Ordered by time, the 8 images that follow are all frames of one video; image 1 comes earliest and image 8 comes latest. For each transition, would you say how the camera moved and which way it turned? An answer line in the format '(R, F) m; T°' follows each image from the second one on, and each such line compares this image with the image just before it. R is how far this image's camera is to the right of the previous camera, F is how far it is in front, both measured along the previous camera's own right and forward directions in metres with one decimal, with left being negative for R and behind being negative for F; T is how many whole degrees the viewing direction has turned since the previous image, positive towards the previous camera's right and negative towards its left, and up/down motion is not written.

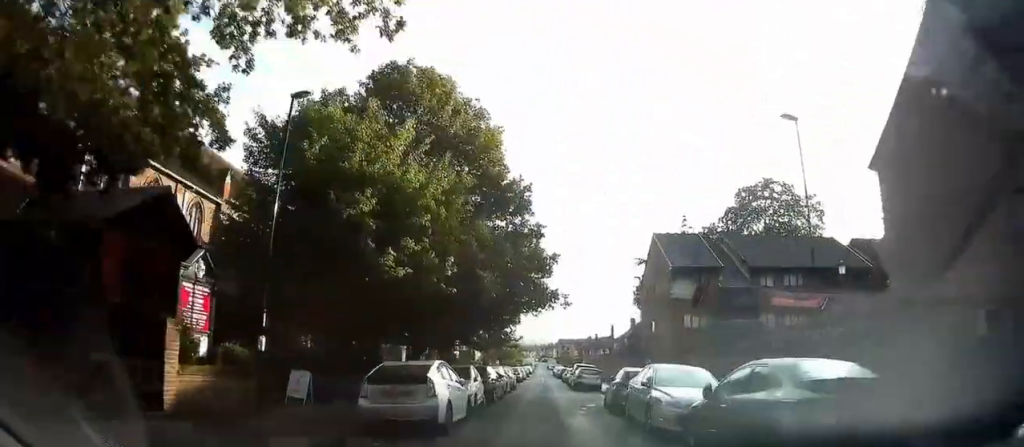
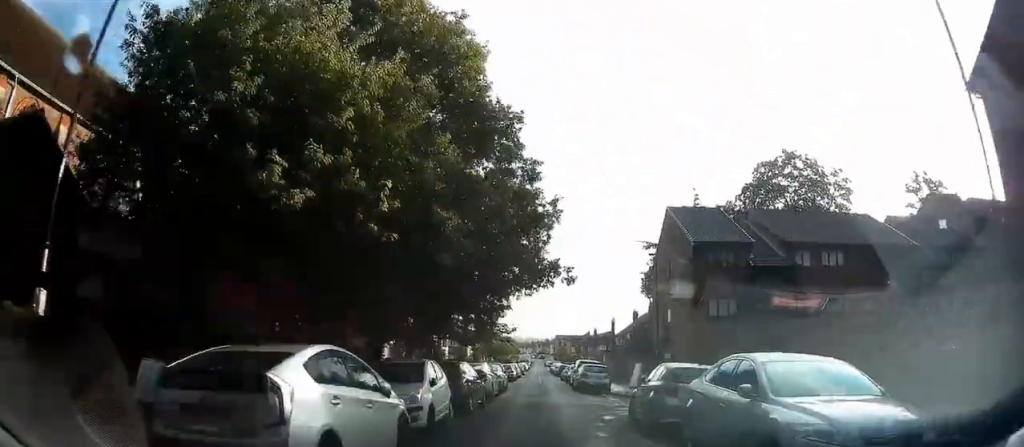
(-0.1, +6.3) m; -2°
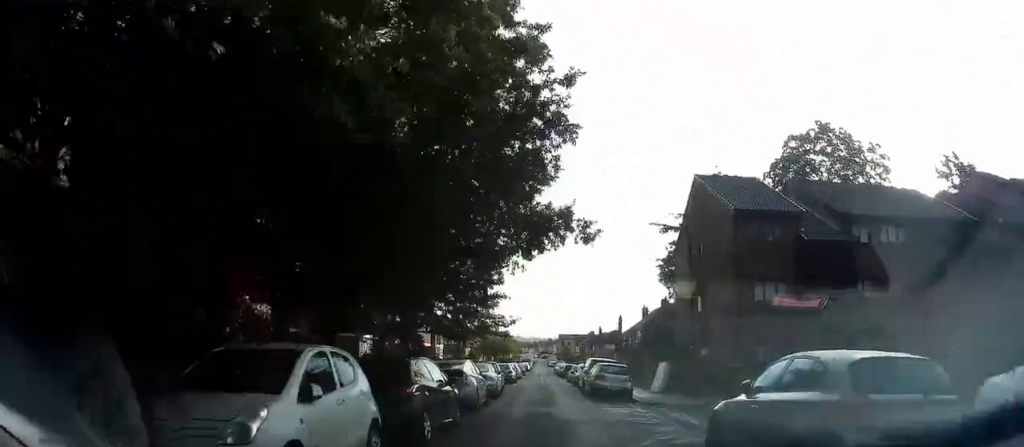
(-0.2, +6.2) m; -2°
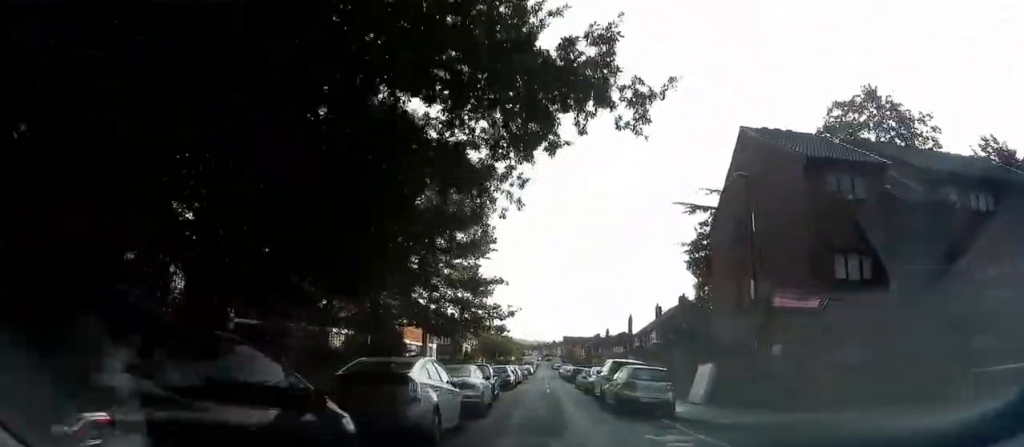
(0.0, +6.9) m; -1°
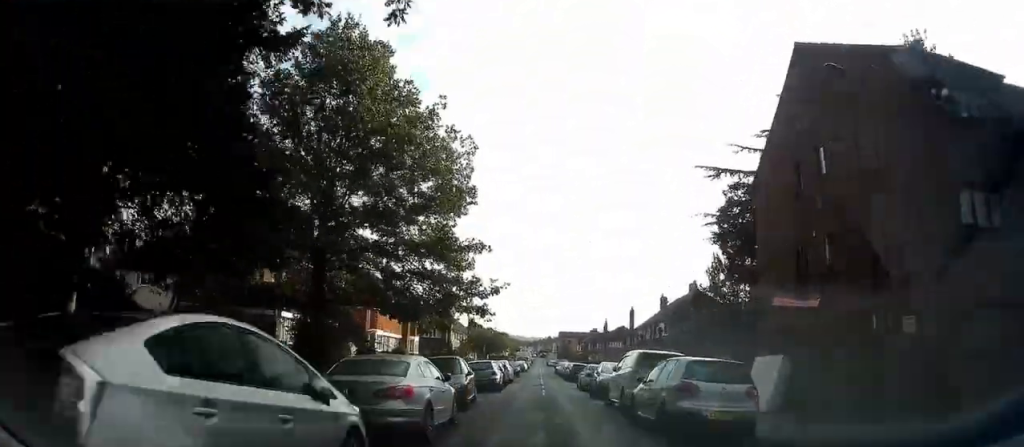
(-0.2, +6.9) m; +1°
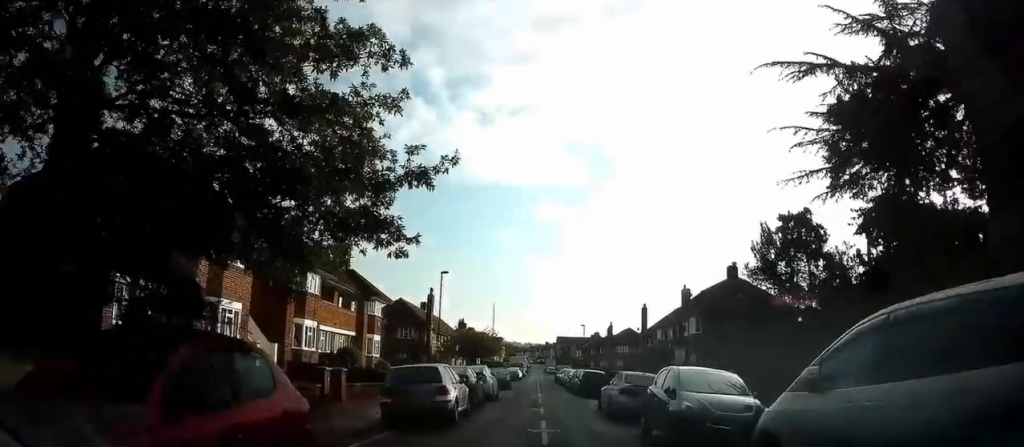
(+0.6, +13.6) m; +2°
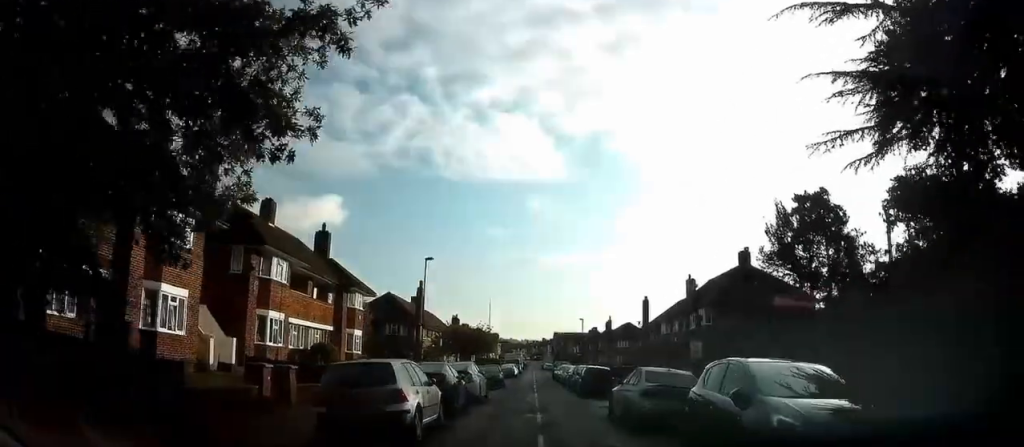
(0.0, +4.1) m; 0°
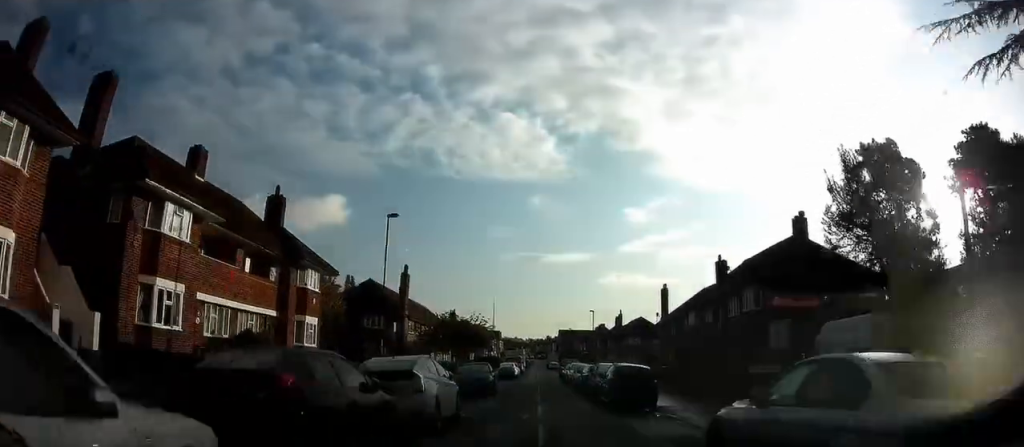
(0.0, +9.9) m; 0°
